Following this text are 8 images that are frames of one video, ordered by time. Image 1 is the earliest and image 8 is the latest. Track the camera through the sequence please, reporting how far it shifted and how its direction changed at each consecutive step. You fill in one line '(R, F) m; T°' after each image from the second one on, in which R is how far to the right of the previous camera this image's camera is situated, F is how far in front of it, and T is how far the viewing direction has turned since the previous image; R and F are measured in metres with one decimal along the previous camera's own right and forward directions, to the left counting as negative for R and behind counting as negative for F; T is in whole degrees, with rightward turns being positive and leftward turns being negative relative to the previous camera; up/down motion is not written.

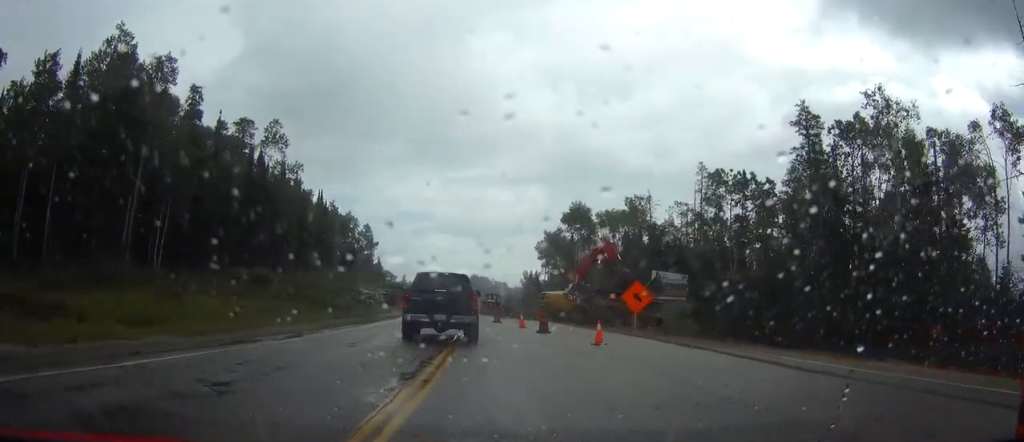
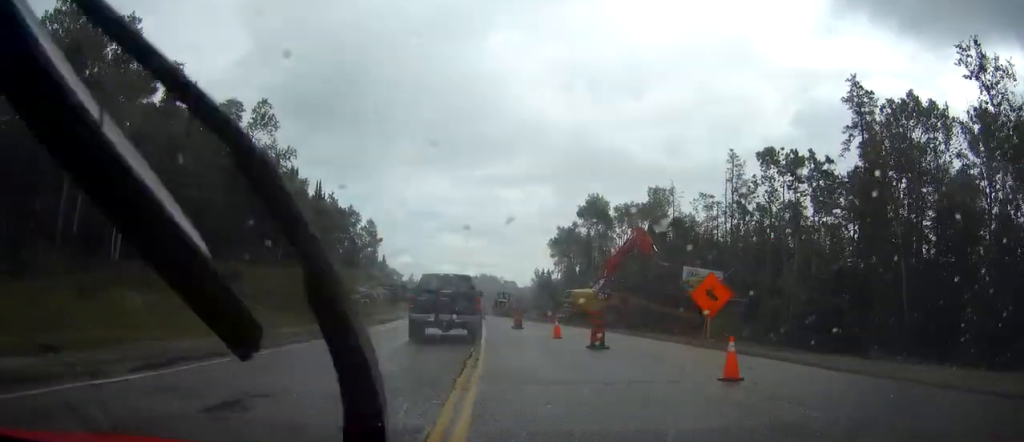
(-0.1, +9.8) m; -1°
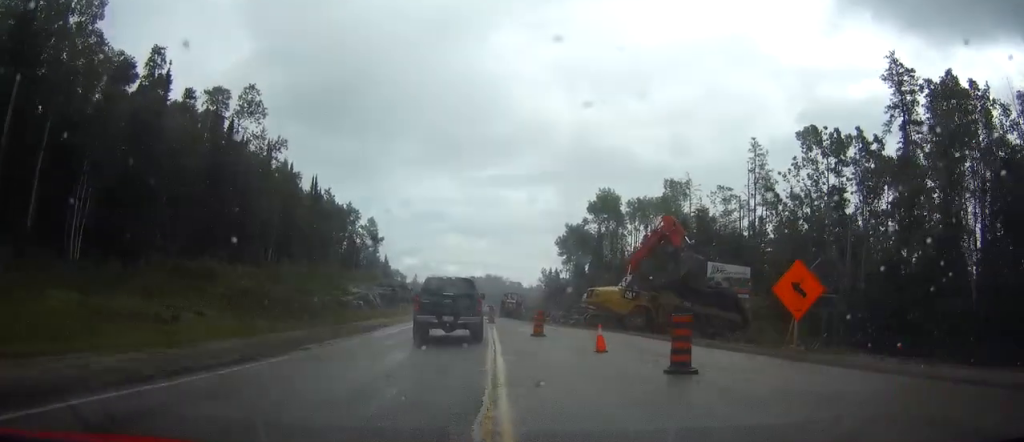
(-0.1, +7.2) m; -1°
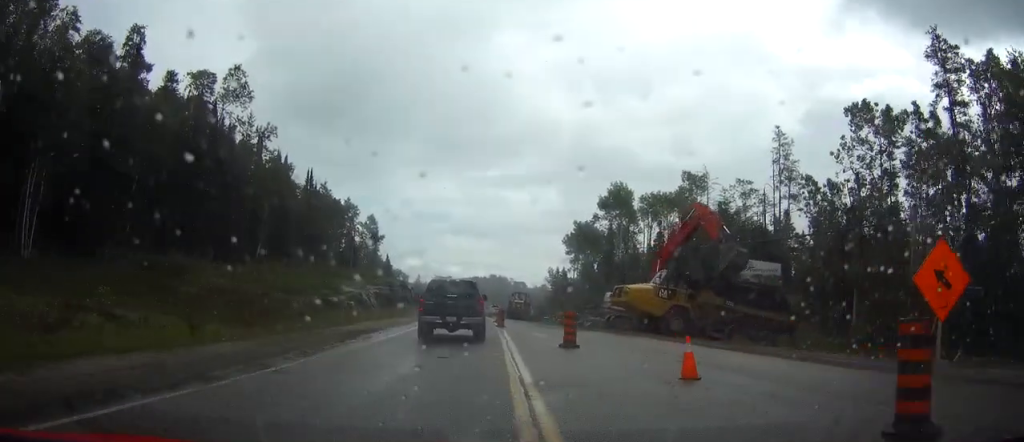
(-0.1, +7.0) m; 0°
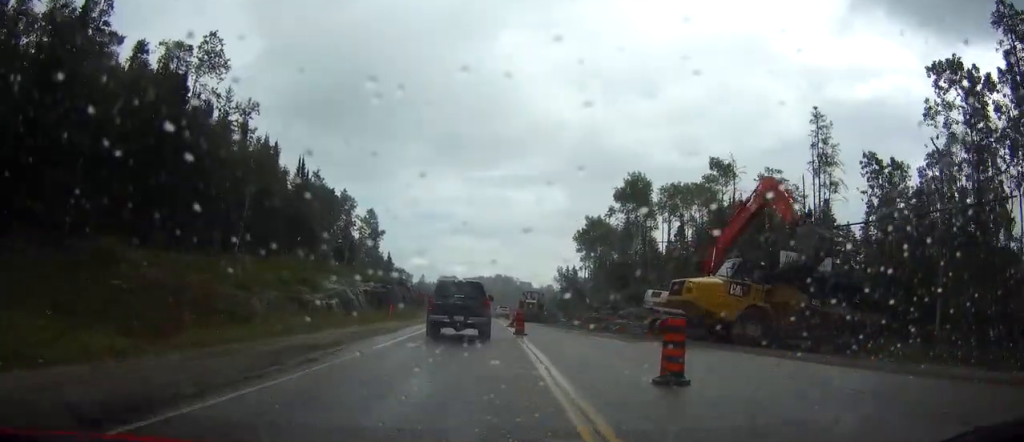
(+0.1, +9.4) m; 0°
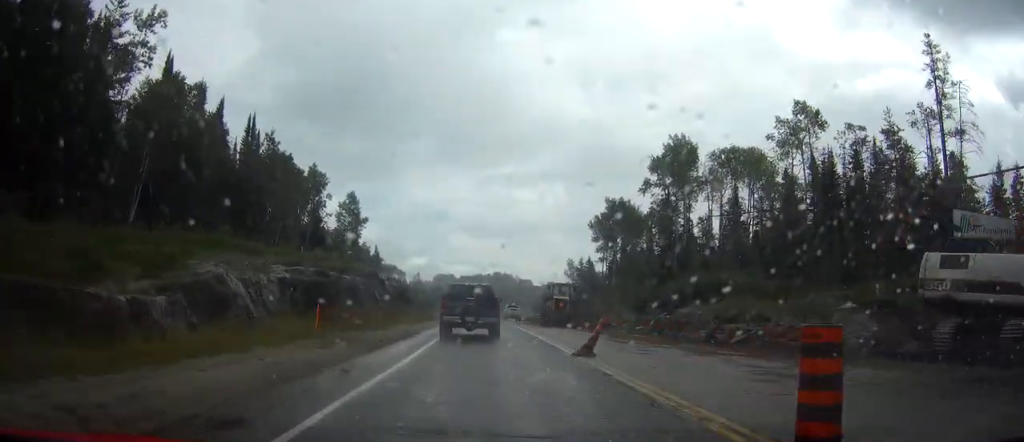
(+0.2, +24.4) m; +2°
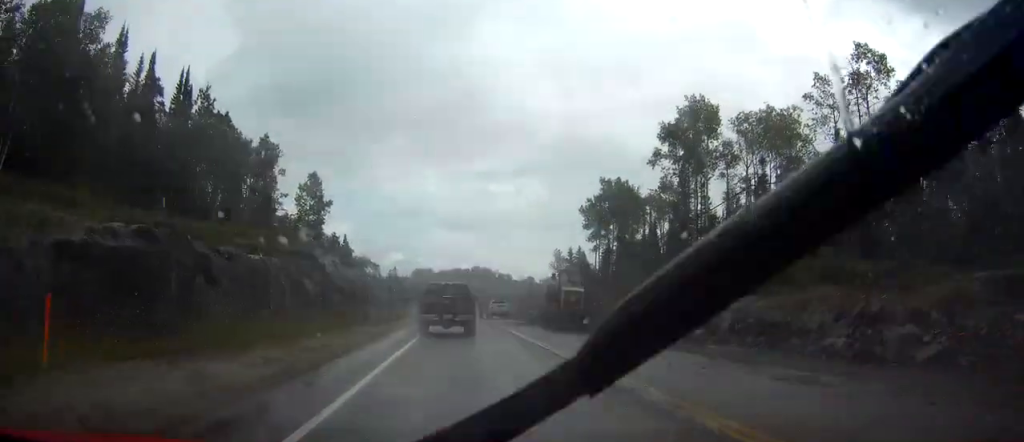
(+0.1, +15.3) m; 0°
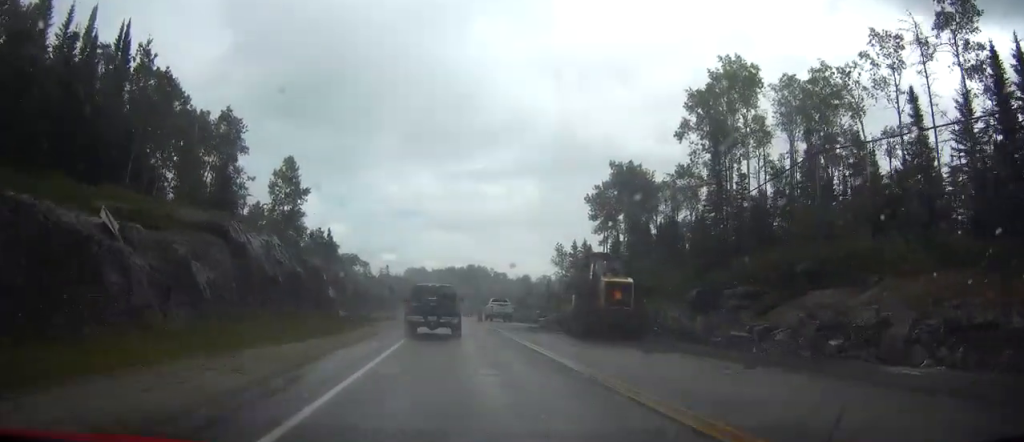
(0.0, +12.5) m; 0°
